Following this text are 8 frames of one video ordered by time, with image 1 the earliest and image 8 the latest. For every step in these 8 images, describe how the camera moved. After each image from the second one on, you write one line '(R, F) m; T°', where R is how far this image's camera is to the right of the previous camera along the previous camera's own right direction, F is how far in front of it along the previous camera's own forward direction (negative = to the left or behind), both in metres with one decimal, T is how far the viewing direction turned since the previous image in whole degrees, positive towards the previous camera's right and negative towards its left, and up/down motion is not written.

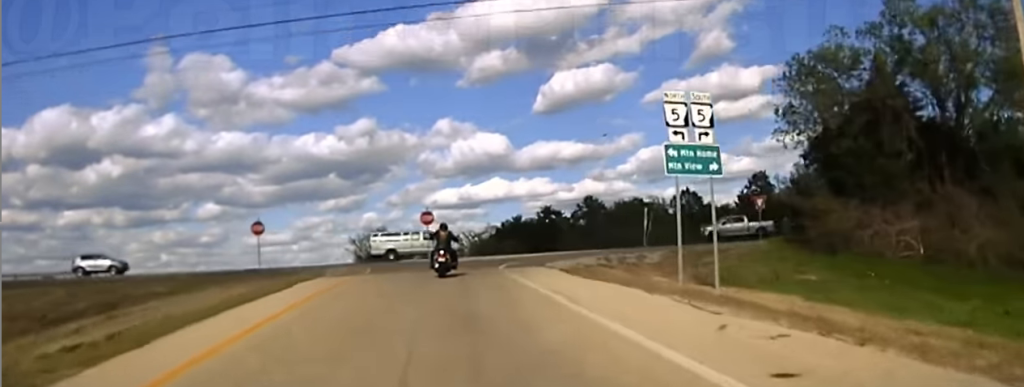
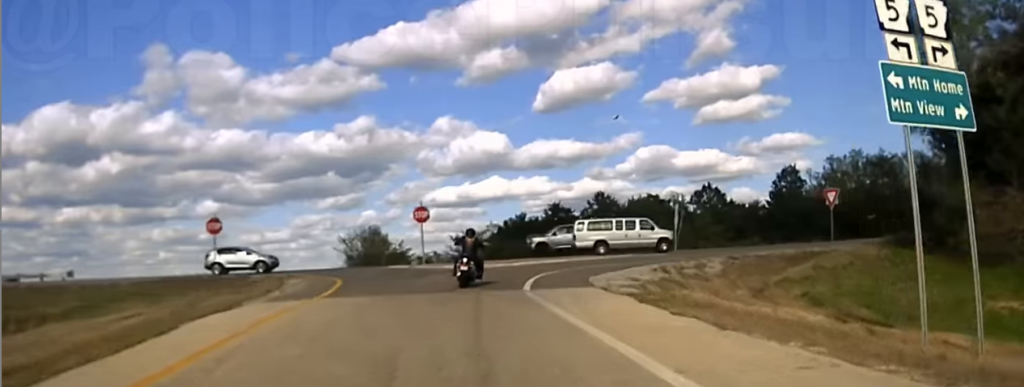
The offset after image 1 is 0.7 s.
(+0.2, +9.6) m; +2°
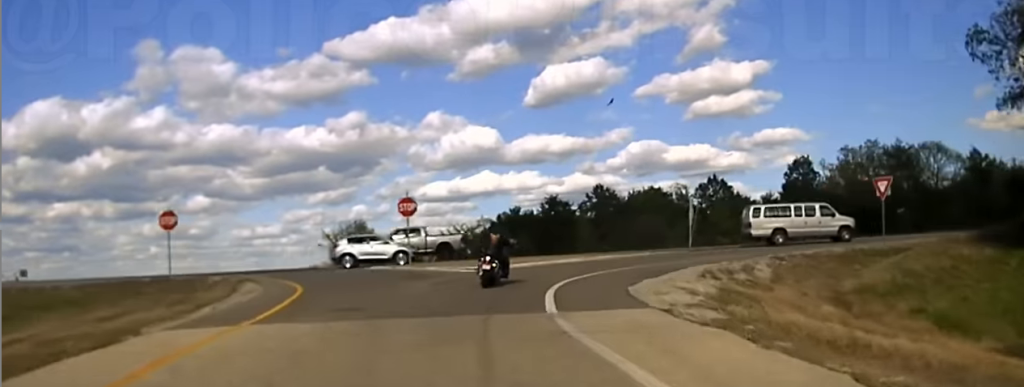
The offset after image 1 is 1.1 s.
(-0.1, +5.0) m; +1°
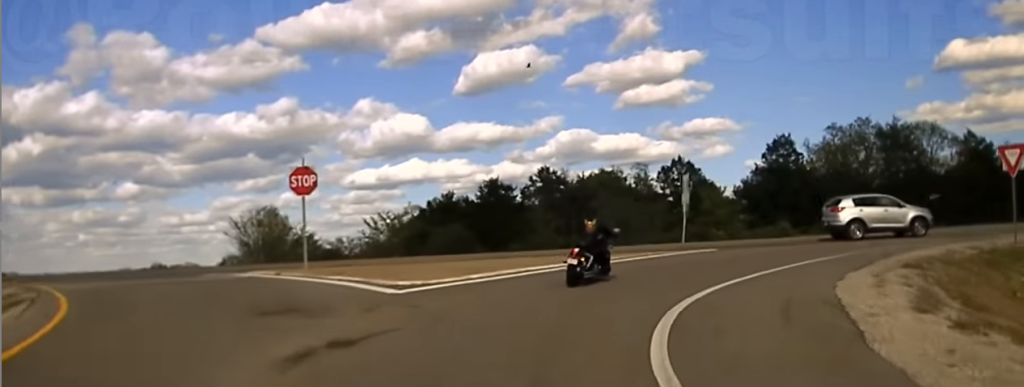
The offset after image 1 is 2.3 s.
(+0.4, +10.2) m; +11°
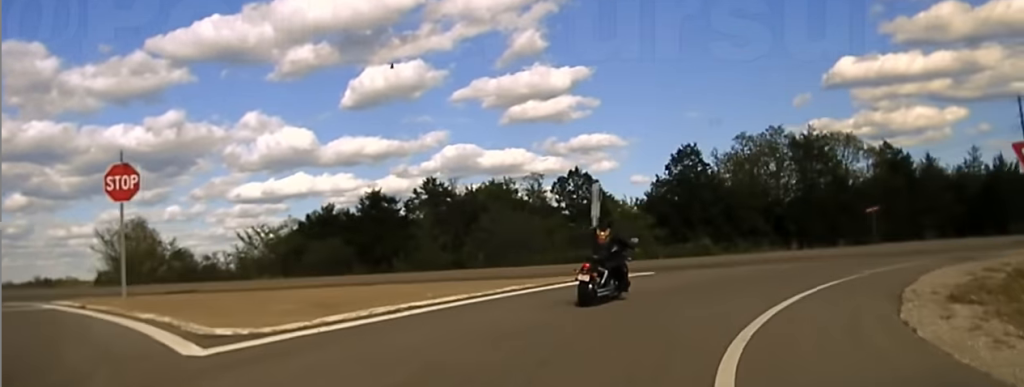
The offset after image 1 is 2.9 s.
(+0.7, +4.6) m; +6°
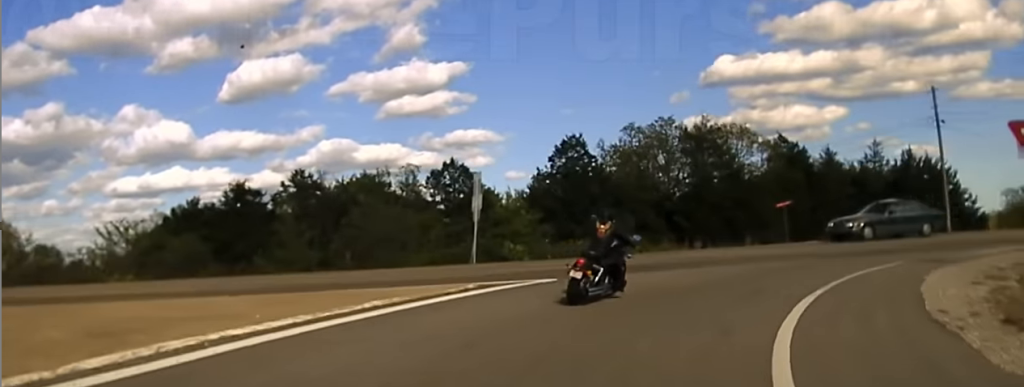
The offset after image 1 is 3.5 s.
(+0.2, +3.9) m; +8°
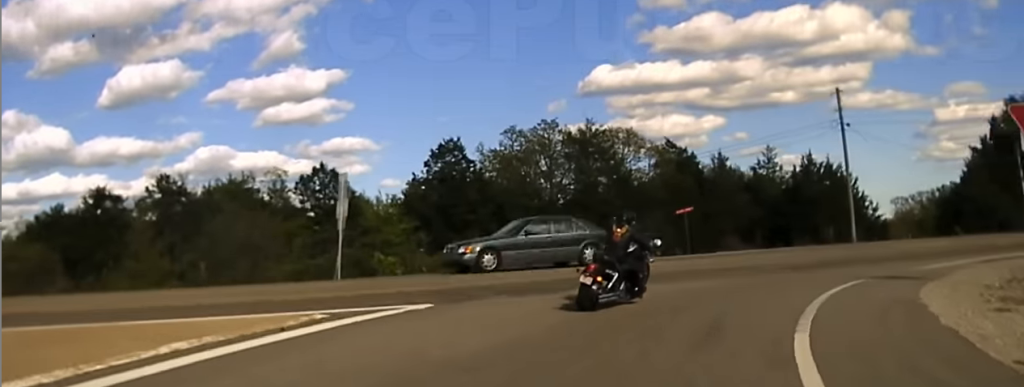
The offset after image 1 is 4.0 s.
(-0.2, +3.8) m; +13°
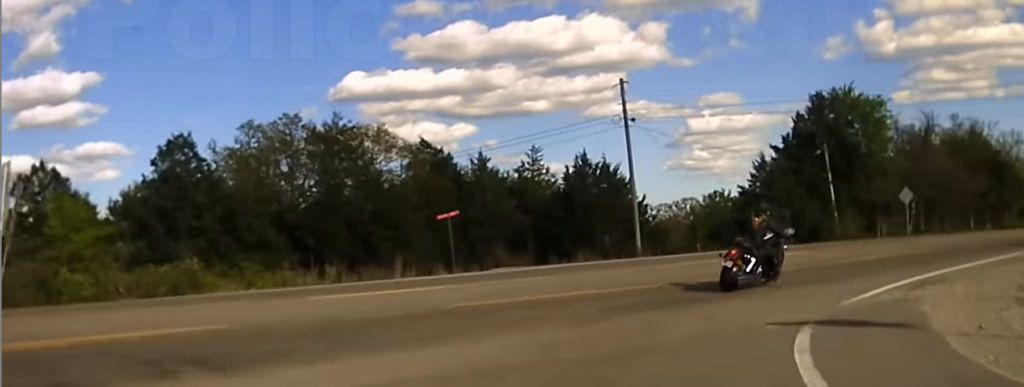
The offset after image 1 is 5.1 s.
(+2.3, +7.7) m; +23°
